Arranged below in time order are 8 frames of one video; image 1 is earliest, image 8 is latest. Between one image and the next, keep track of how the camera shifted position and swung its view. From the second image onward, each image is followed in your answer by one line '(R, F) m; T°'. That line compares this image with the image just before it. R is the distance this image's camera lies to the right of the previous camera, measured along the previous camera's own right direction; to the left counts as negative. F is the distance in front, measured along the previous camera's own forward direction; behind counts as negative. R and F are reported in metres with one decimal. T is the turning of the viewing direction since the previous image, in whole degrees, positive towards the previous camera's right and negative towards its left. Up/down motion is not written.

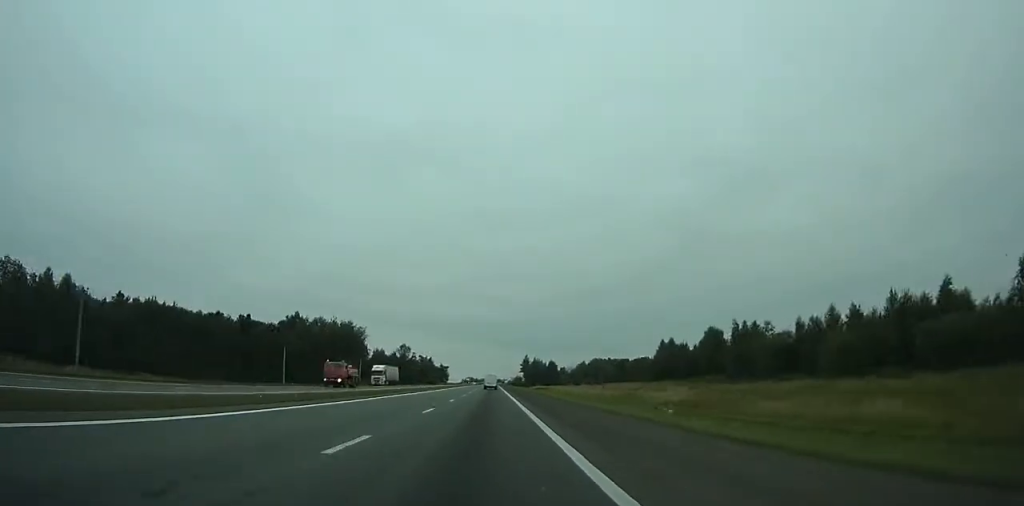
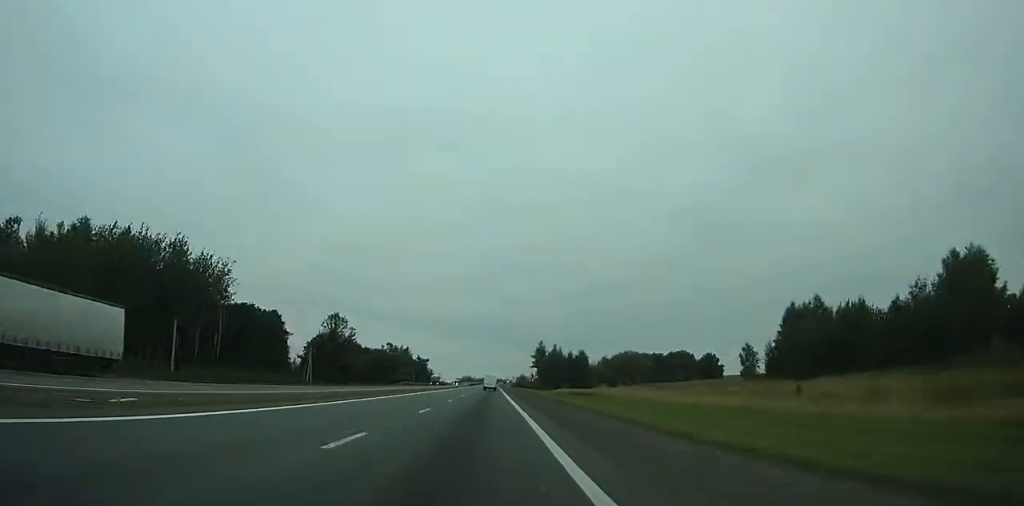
(+0.1, +96.1) m; 0°
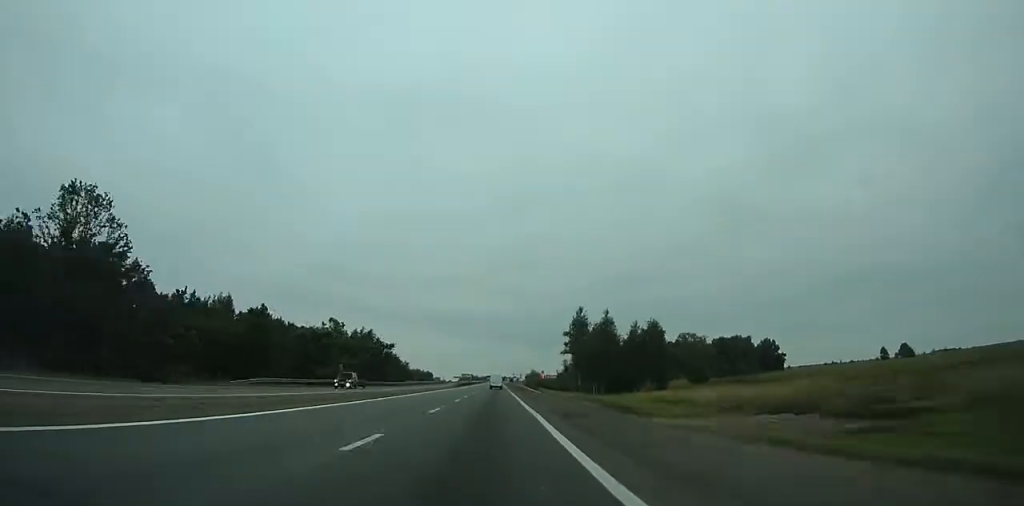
(0.0, +84.0) m; 0°
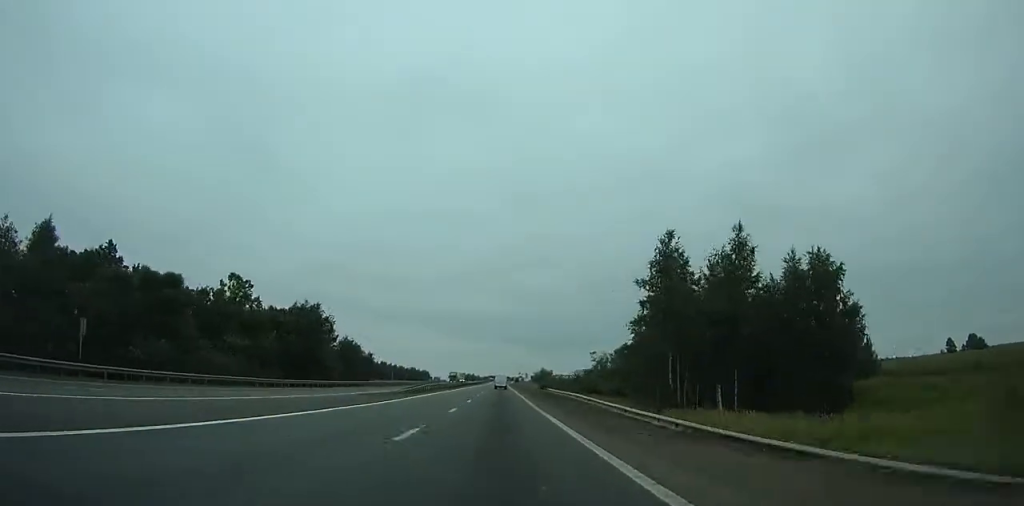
(-0.2, +57.9) m; 0°
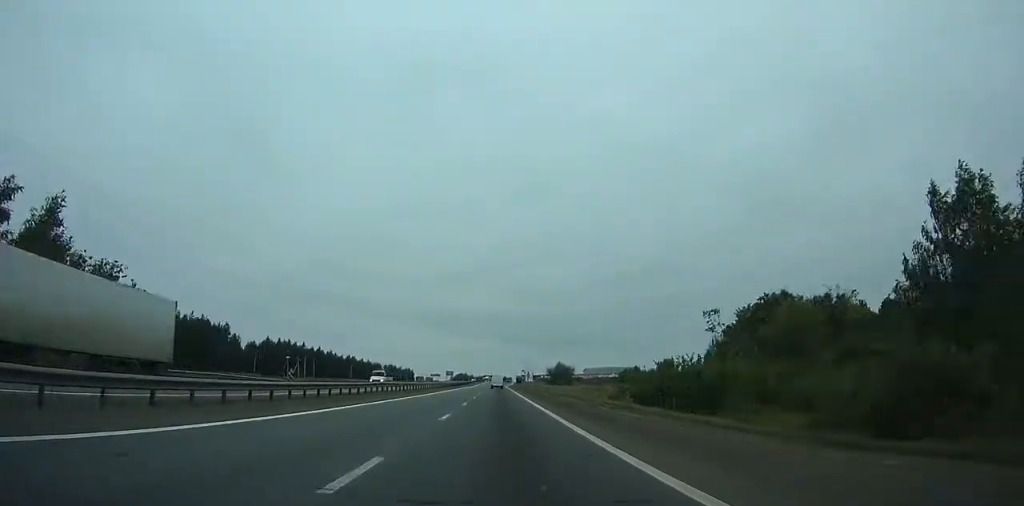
(+0.1, +90.4) m; 0°
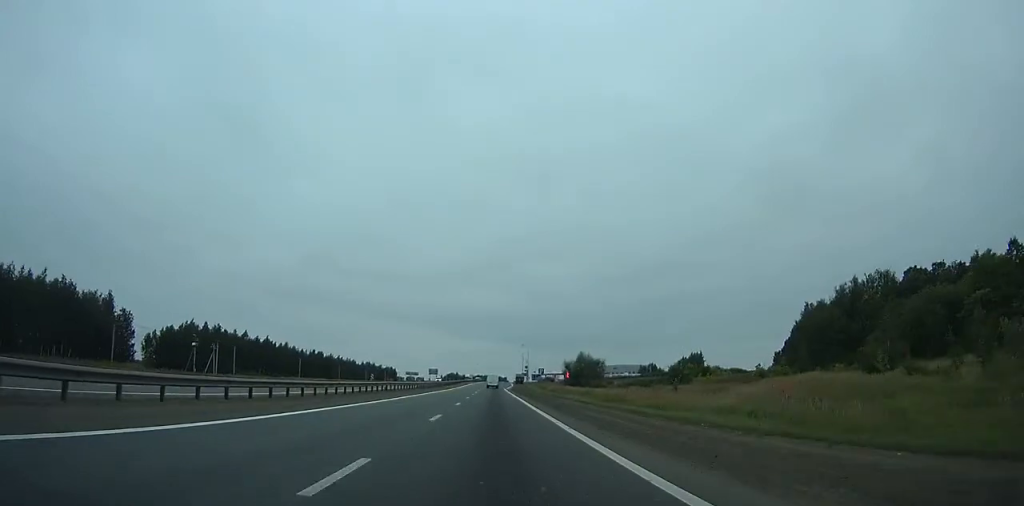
(+0.1, +59.4) m; 0°
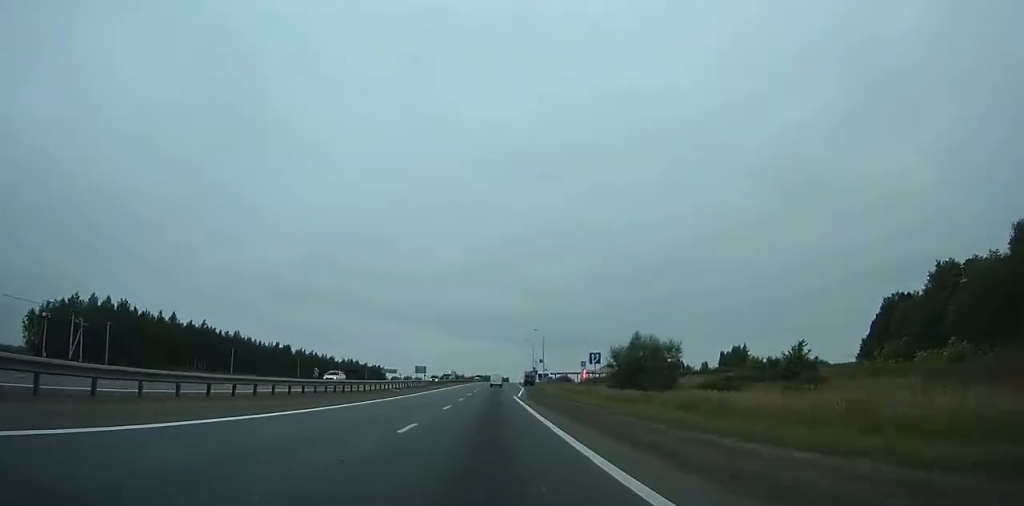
(+0.1, +52.8) m; 0°
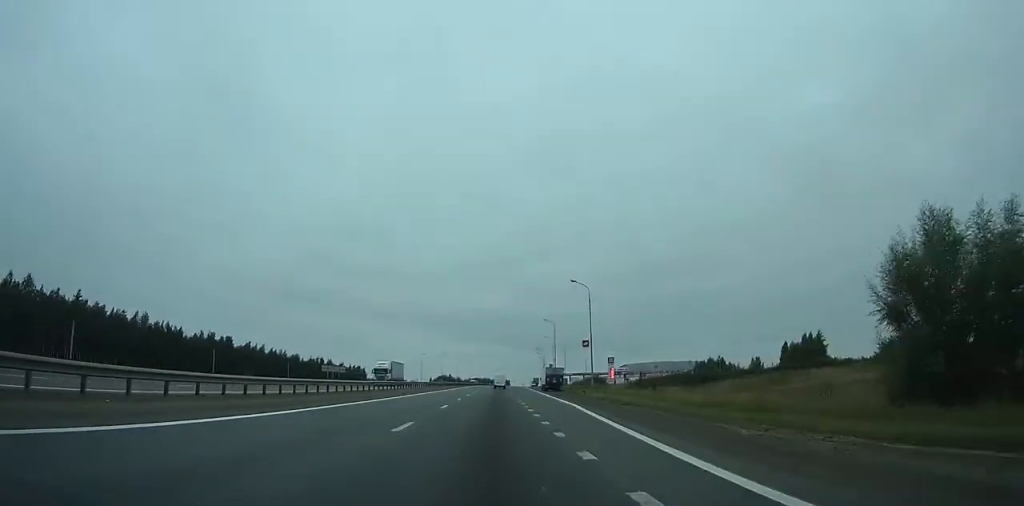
(-0.1, +59.5) m; 0°
